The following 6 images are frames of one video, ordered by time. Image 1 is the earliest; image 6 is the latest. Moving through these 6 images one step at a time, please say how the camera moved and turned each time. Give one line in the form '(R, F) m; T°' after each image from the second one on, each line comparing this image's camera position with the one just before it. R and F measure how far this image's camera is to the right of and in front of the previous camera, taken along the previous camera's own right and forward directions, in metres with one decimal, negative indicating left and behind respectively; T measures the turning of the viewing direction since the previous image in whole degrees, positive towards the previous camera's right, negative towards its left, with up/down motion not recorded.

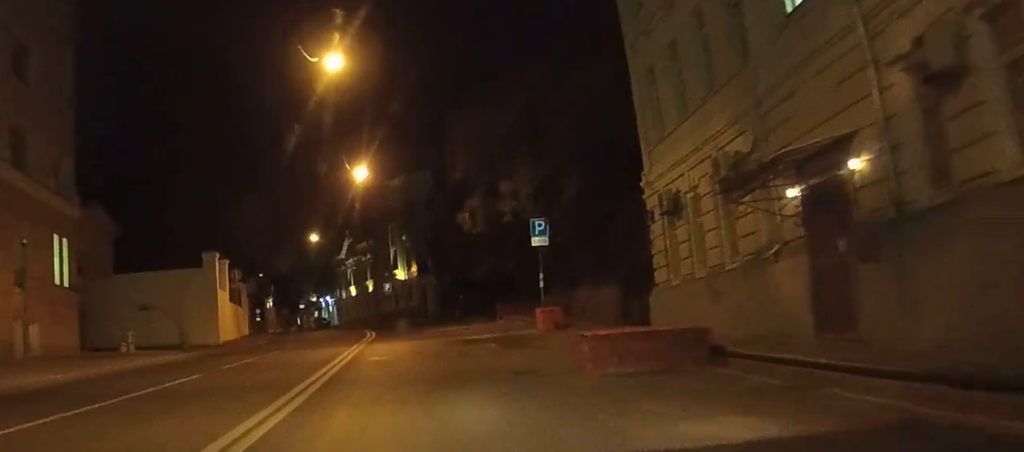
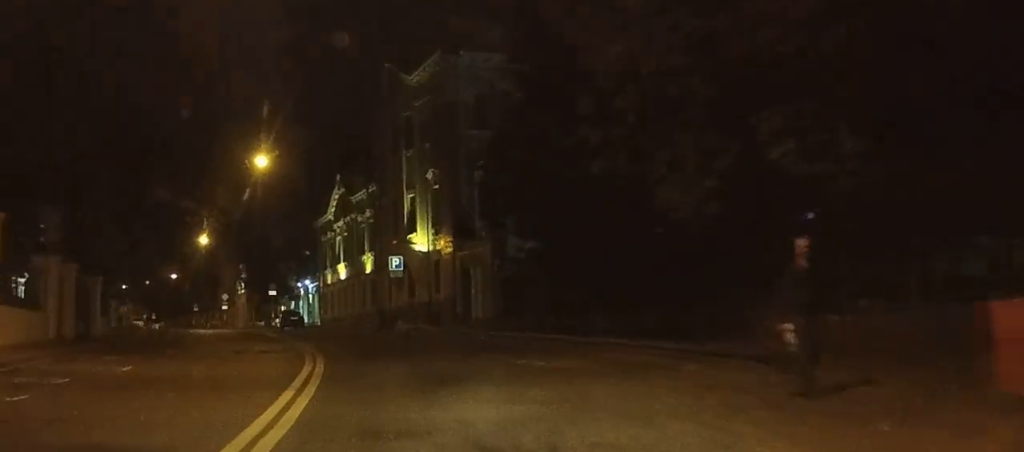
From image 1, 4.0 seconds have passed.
(+1.8, +45.8) m; +1°
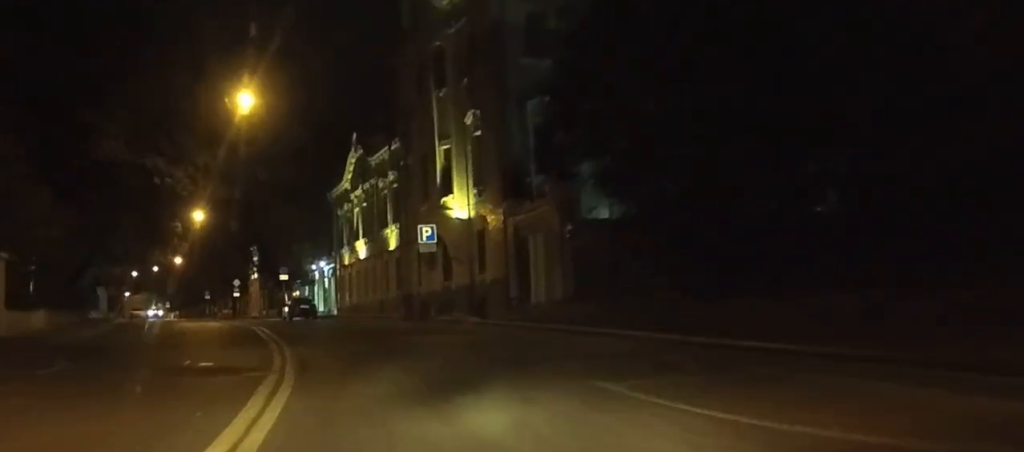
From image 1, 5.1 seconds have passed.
(-0.2, +12.2) m; 0°
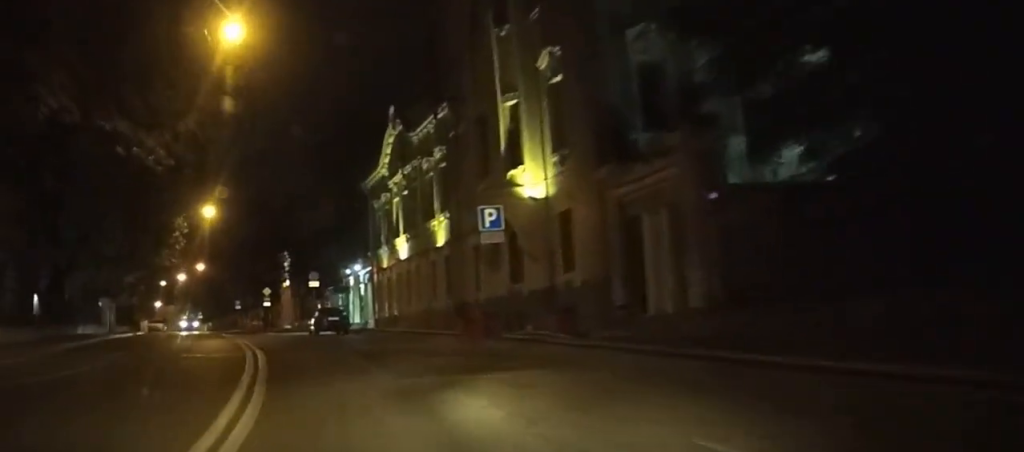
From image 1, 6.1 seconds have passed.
(+0.2, +10.3) m; -1°
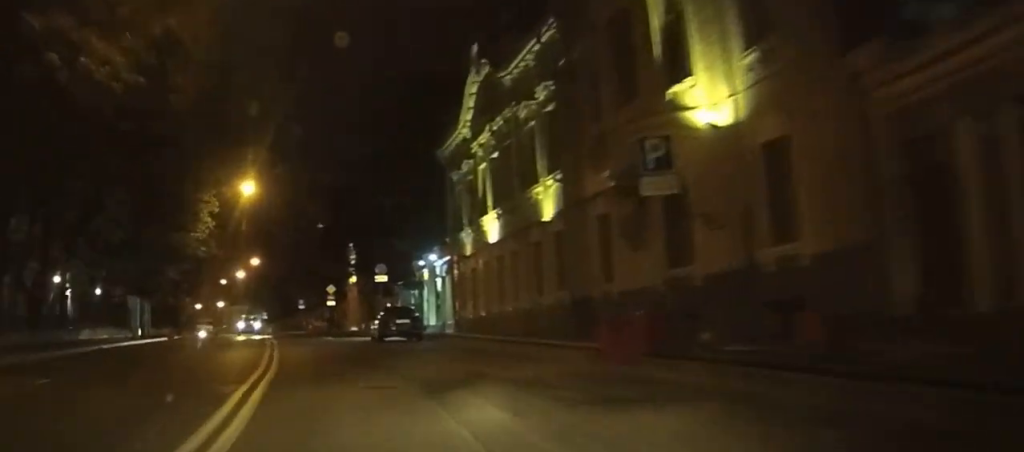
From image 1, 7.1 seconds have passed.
(-0.4, +10.4) m; -4°
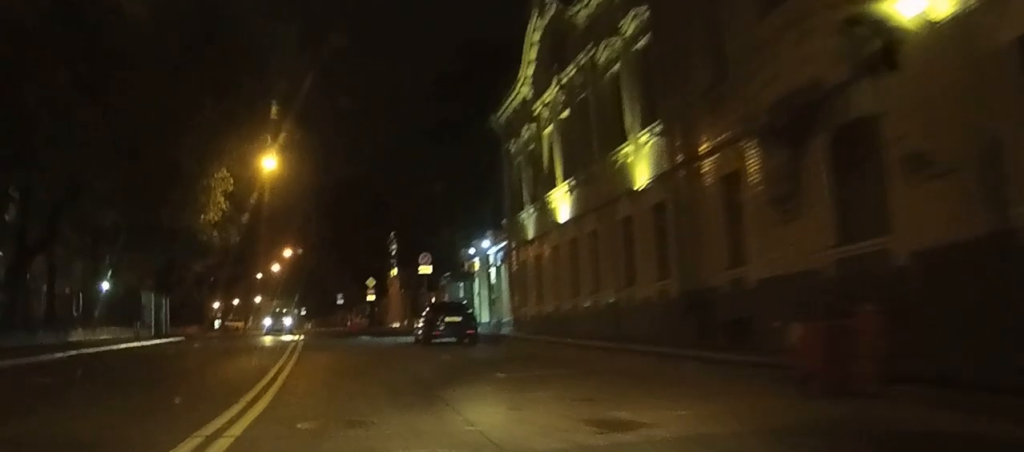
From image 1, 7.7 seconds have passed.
(-0.2, +6.3) m; -2°
